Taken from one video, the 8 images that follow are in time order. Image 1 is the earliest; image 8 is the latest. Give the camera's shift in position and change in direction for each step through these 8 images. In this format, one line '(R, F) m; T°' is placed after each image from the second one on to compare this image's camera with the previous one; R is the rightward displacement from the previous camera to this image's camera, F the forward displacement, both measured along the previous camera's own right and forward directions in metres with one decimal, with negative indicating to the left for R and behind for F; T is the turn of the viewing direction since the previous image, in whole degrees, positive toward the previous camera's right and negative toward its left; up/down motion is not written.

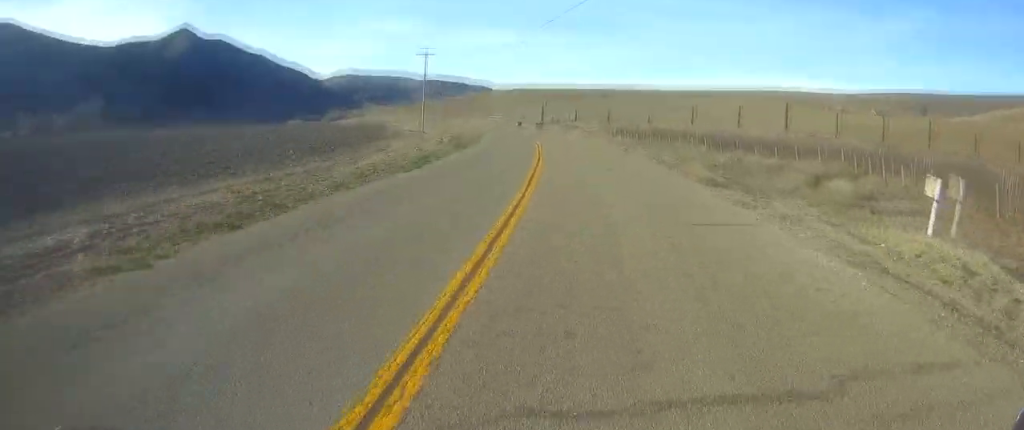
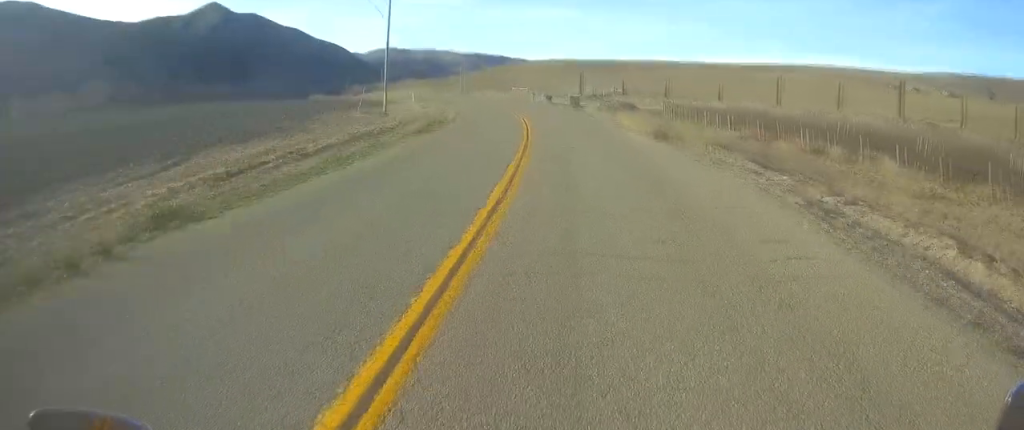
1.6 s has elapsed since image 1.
(0.0, +31.7) m; 0°
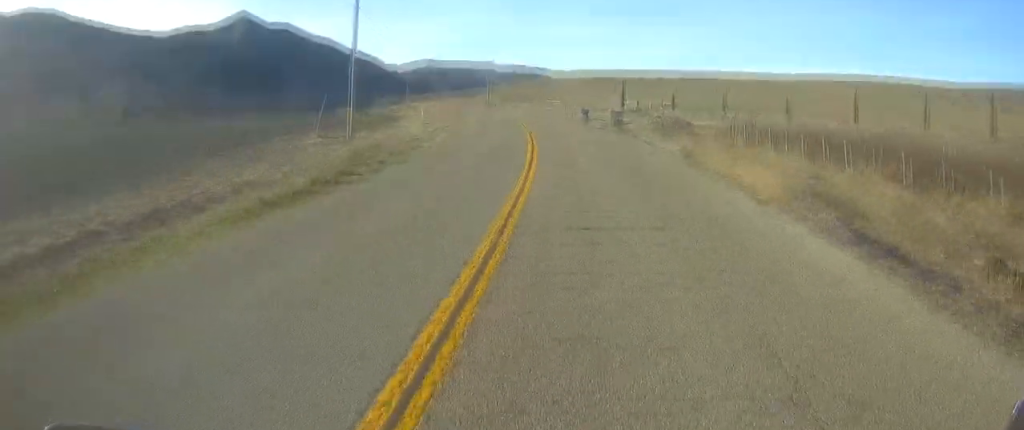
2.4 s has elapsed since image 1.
(0.0, +15.9) m; 0°
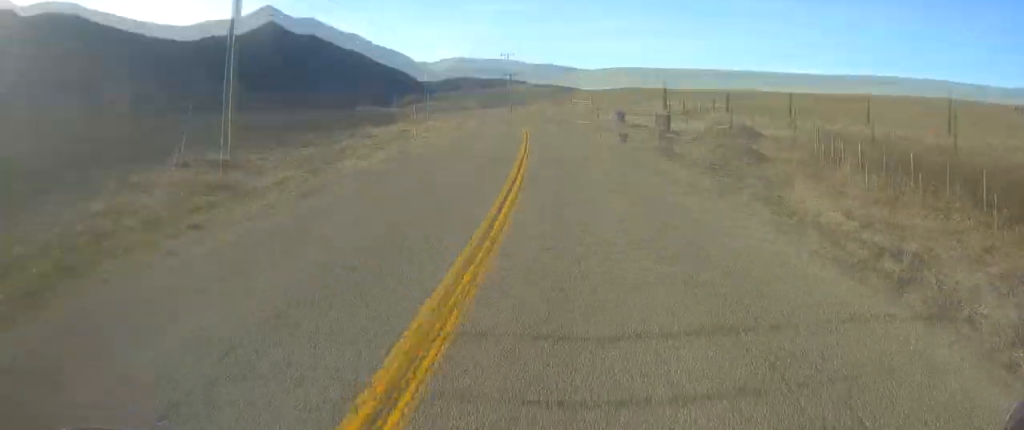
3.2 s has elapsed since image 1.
(0.0, +16.6) m; -1°
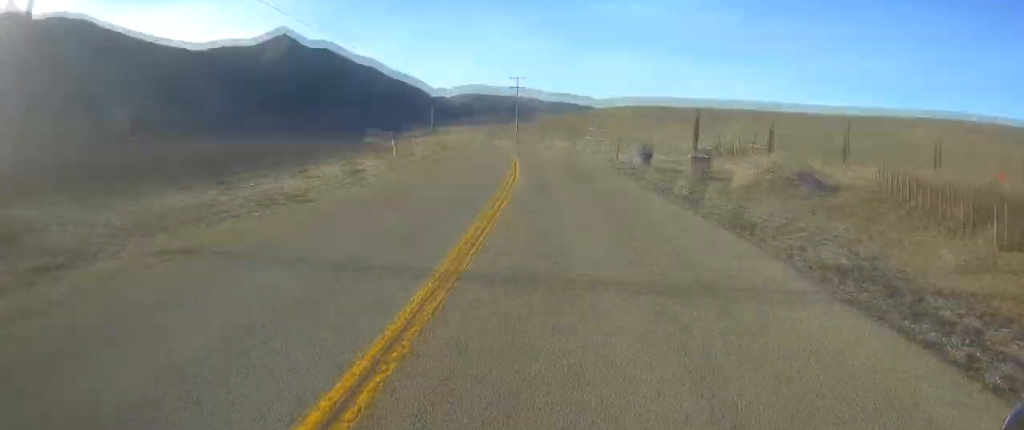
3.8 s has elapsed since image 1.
(+0.3, +11.6) m; -3°
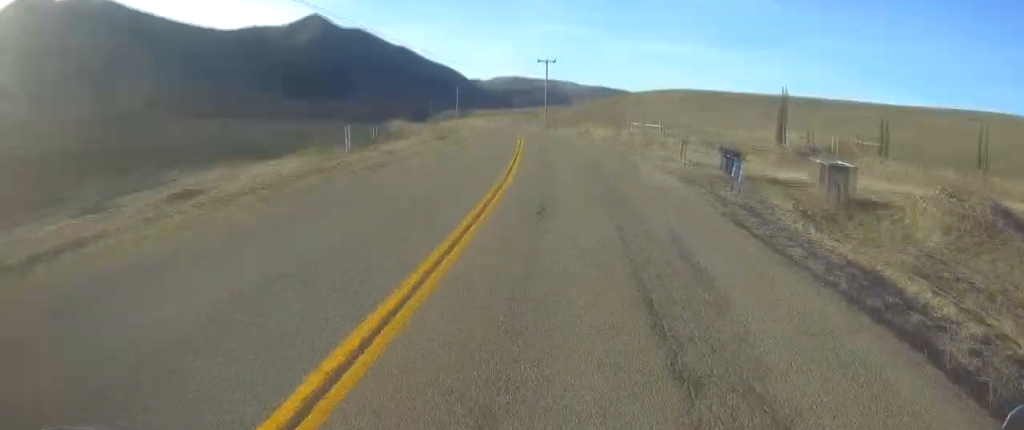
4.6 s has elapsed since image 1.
(-1.2, +18.2) m; -3°
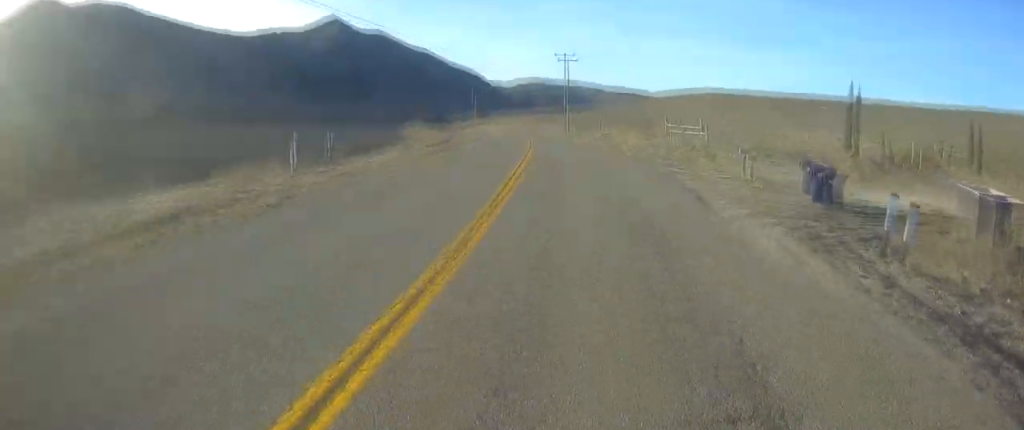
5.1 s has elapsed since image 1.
(-0.2, +10.0) m; -1°
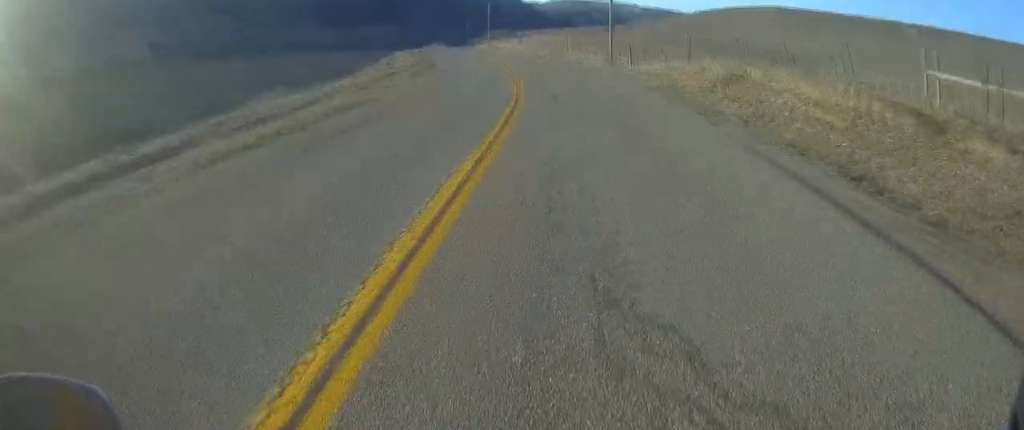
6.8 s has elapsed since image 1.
(+0.3, +36.2) m; -8°
